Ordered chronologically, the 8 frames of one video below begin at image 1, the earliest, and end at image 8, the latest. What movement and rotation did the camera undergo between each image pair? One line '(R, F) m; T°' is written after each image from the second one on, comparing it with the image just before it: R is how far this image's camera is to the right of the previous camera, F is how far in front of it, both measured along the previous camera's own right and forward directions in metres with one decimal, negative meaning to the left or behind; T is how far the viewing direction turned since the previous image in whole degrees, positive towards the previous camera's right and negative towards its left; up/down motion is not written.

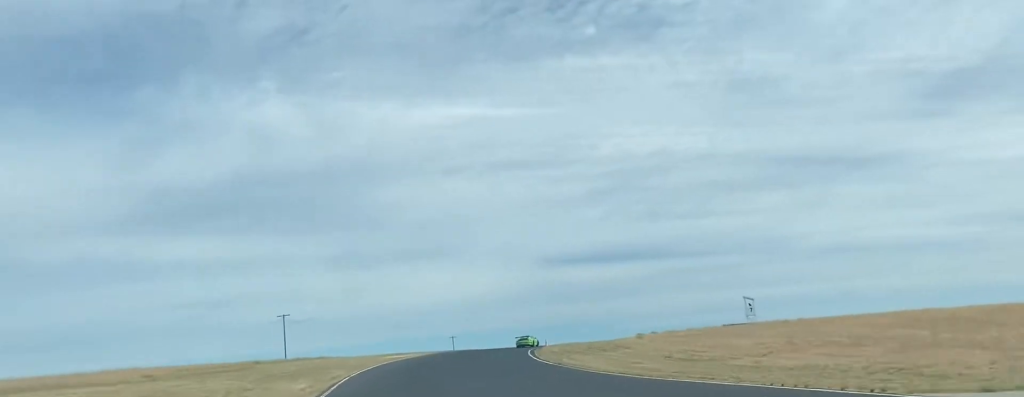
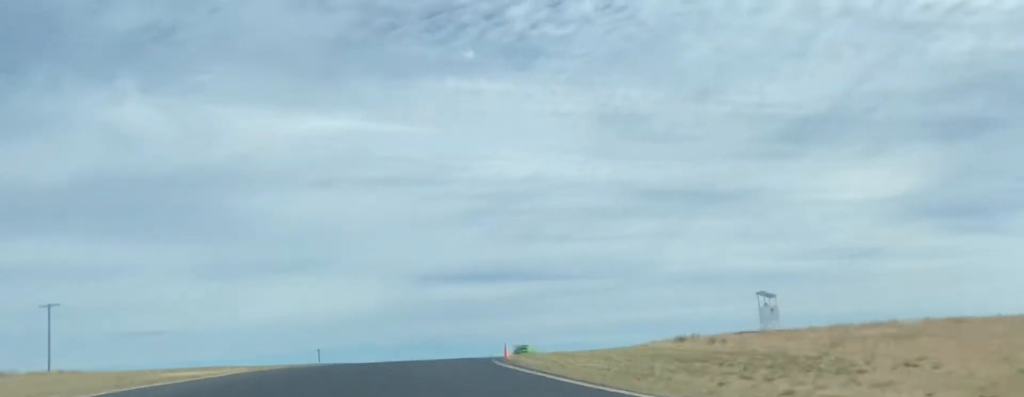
(+0.2, +43.3) m; +5°
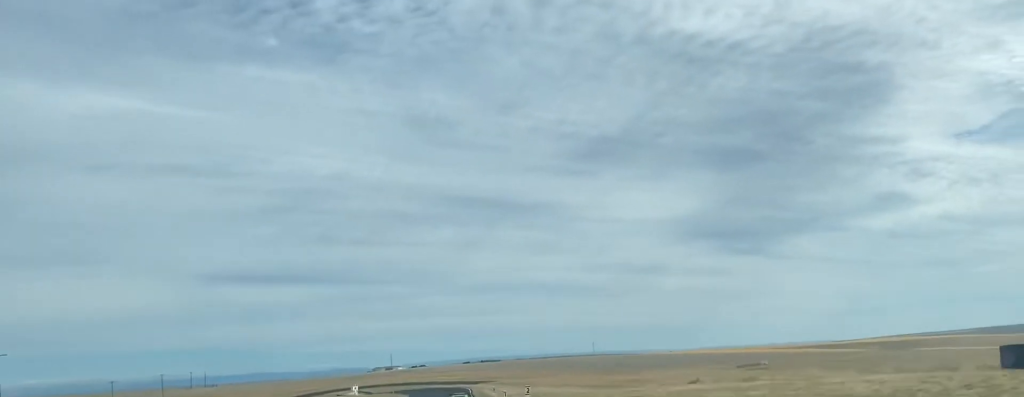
(+10.3, +63.9) m; +18°
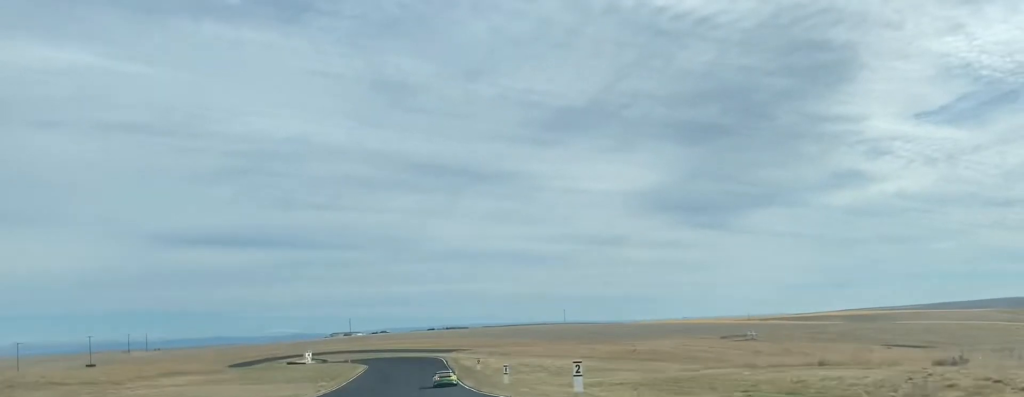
(+2.2, +28.6) m; +7°
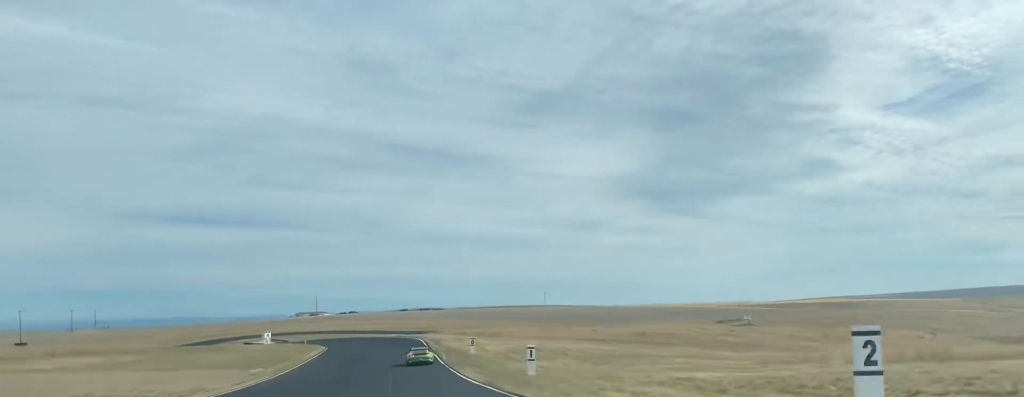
(+1.2, +25.3) m; +1°
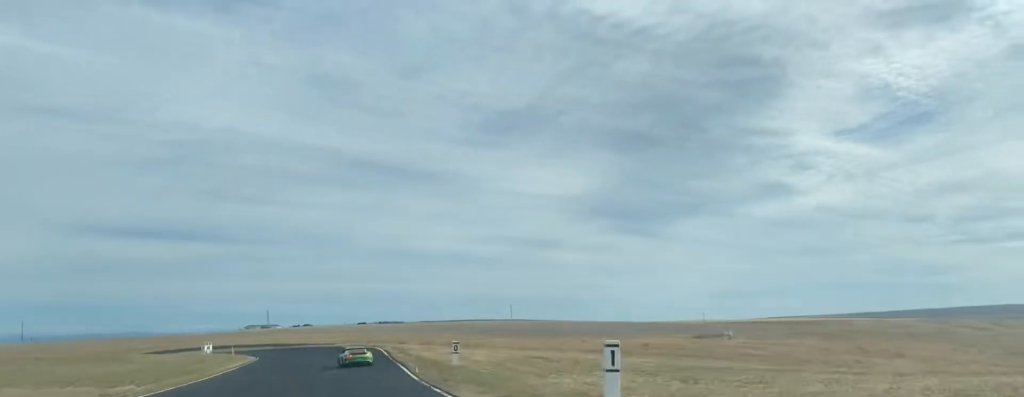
(+0.5, +21.9) m; 0°
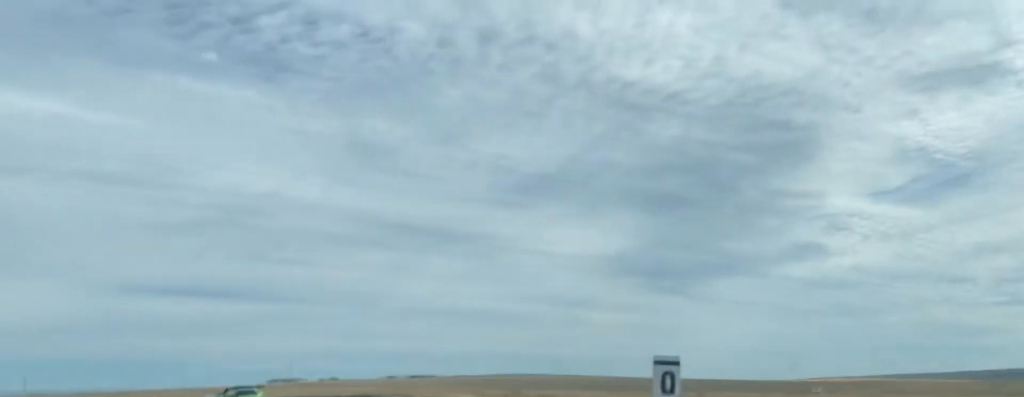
(-0.3, +39.4) m; -4°
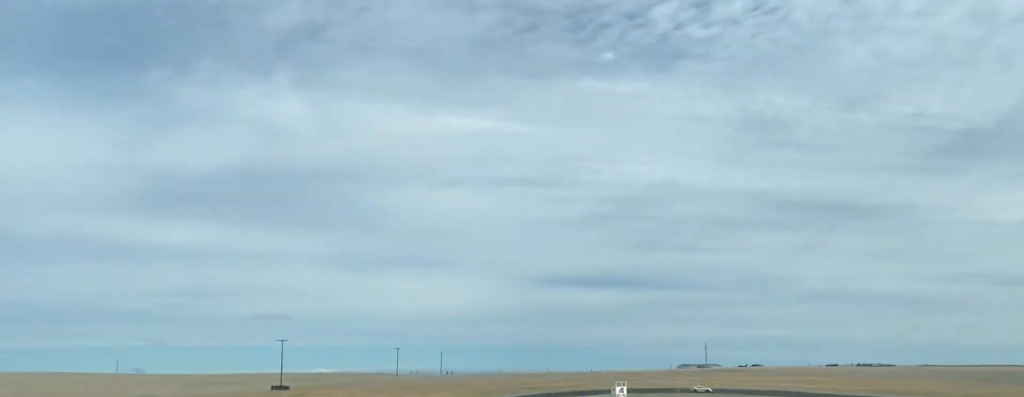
(-16.6, +62.4) m; -36°
